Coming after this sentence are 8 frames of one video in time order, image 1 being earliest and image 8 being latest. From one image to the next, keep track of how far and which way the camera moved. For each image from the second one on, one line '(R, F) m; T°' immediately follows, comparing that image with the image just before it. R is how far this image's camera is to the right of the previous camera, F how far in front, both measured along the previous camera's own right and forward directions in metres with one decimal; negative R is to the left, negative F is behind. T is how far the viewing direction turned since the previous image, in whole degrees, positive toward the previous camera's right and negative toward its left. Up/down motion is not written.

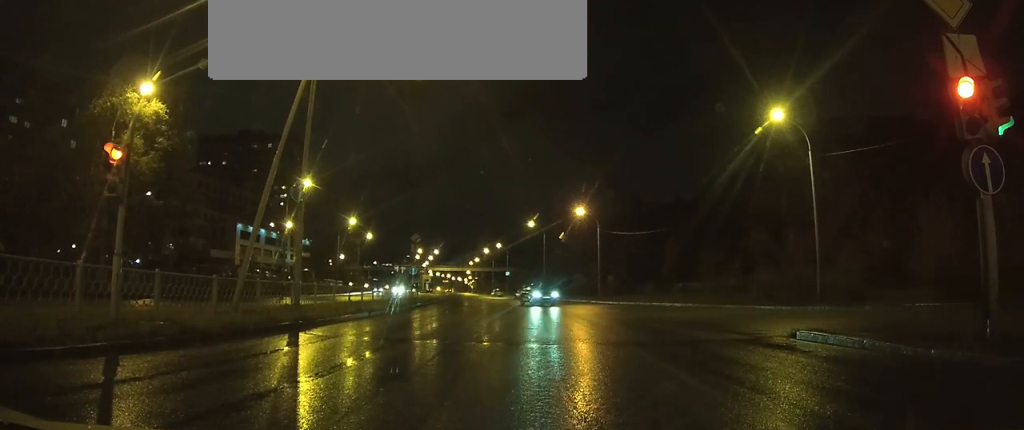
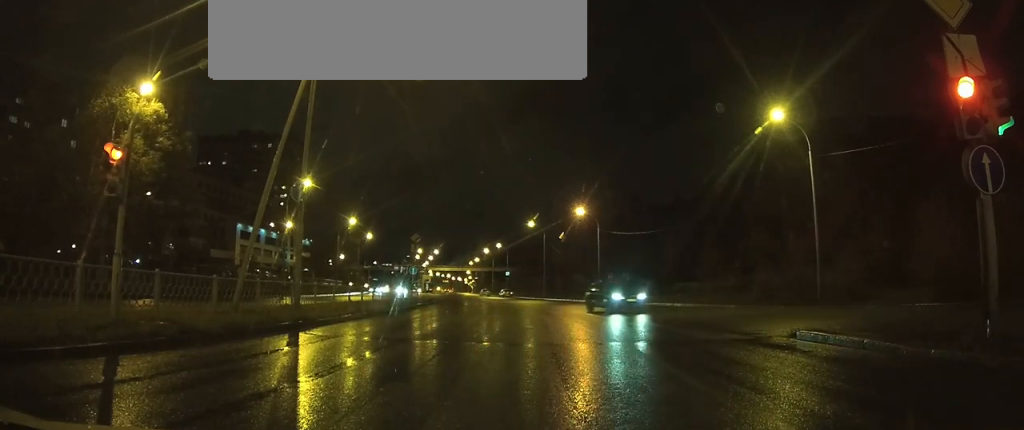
(0.0, 0.0) m; 0°
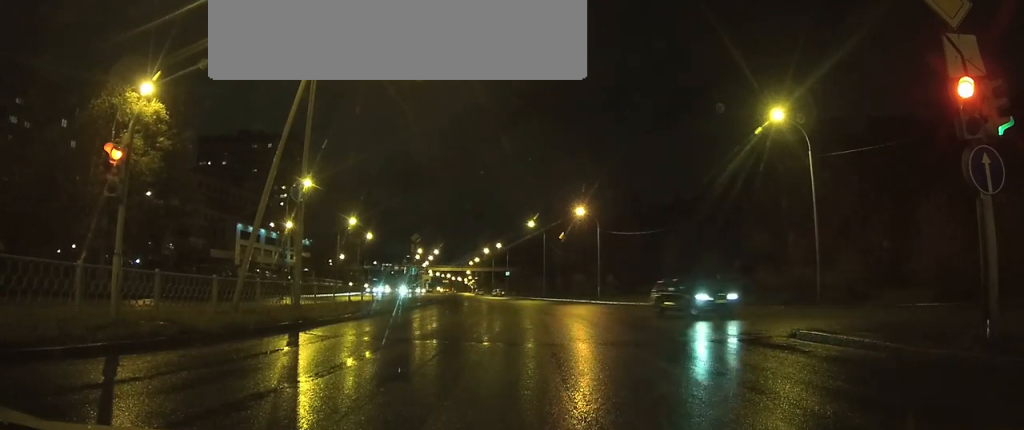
(0.0, 0.0) m; 0°
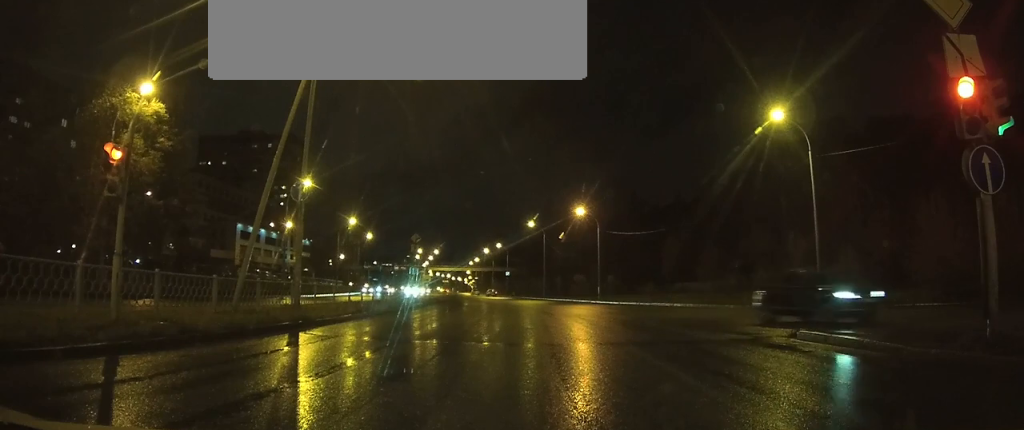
(0.0, 0.0) m; 0°
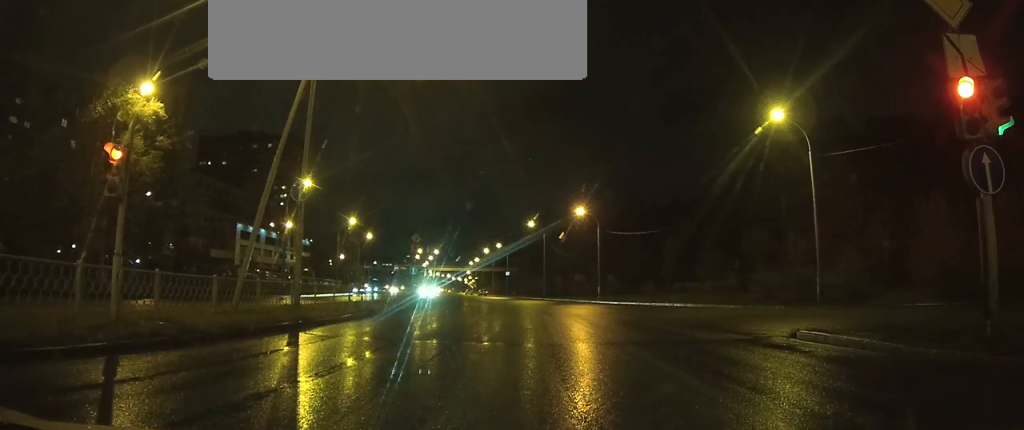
(0.0, 0.0) m; 0°
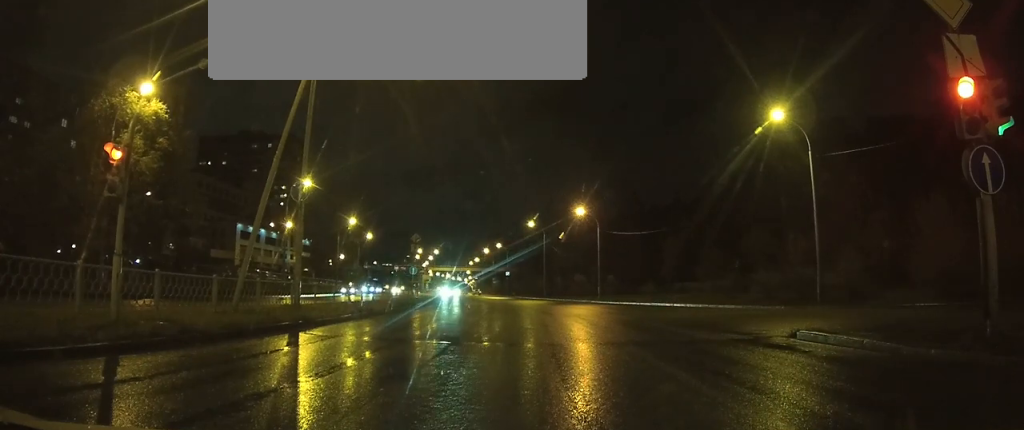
(0.0, 0.0) m; 0°
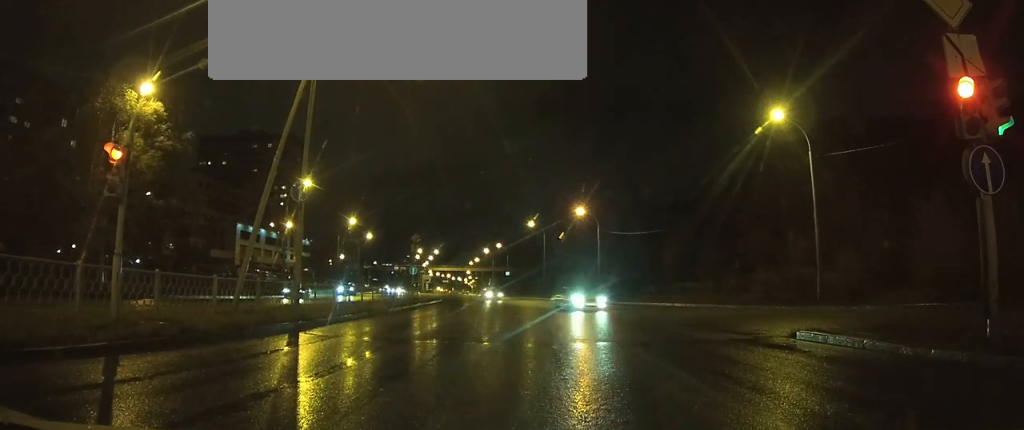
(0.0, 0.0) m; 0°
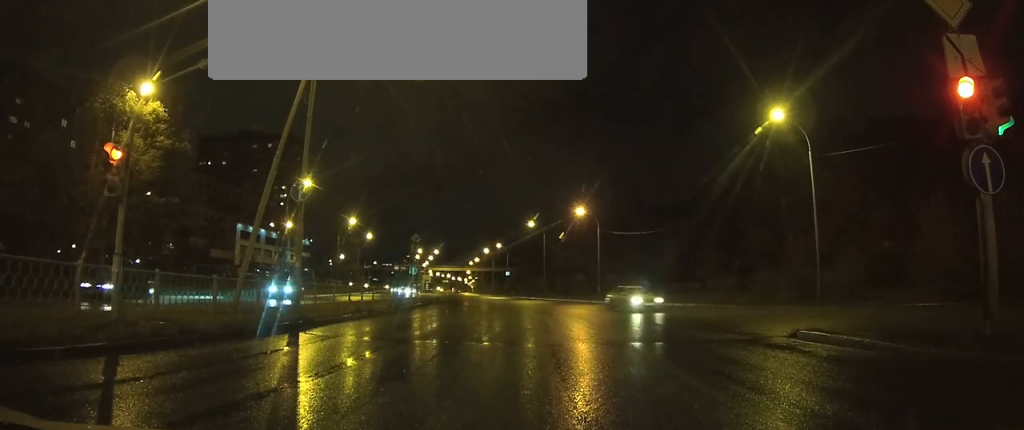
(0.0, 0.0) m; 0°
